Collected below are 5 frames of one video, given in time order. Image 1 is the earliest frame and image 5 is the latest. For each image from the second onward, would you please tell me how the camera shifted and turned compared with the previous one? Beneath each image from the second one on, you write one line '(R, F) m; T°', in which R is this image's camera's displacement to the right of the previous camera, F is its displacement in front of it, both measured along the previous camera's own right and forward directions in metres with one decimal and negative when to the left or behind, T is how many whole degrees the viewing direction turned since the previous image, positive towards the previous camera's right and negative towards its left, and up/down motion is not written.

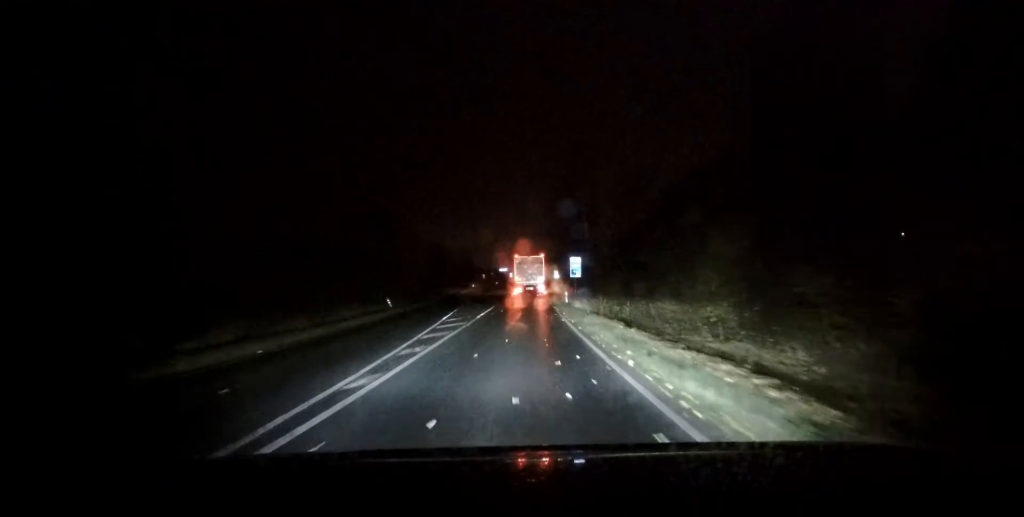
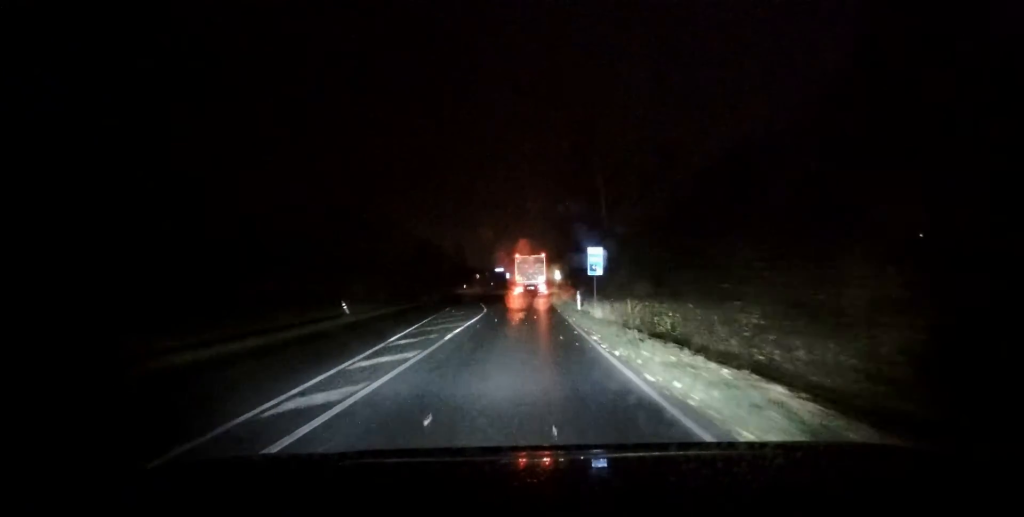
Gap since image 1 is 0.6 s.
(0.0, +9.6) m; 0°
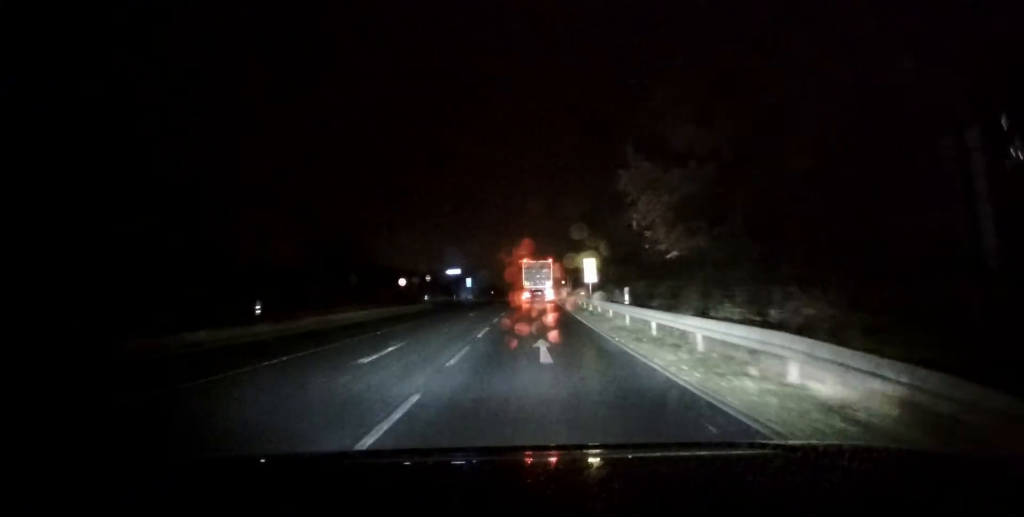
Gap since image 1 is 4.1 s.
(+1.3, +59.9) m; +3°
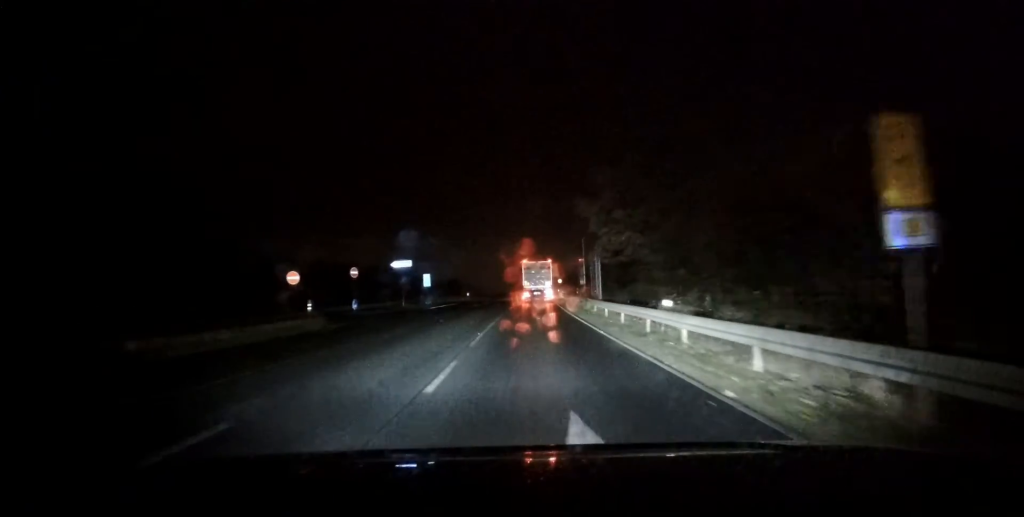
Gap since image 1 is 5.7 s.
(+0.4, +26.5) m; +2°
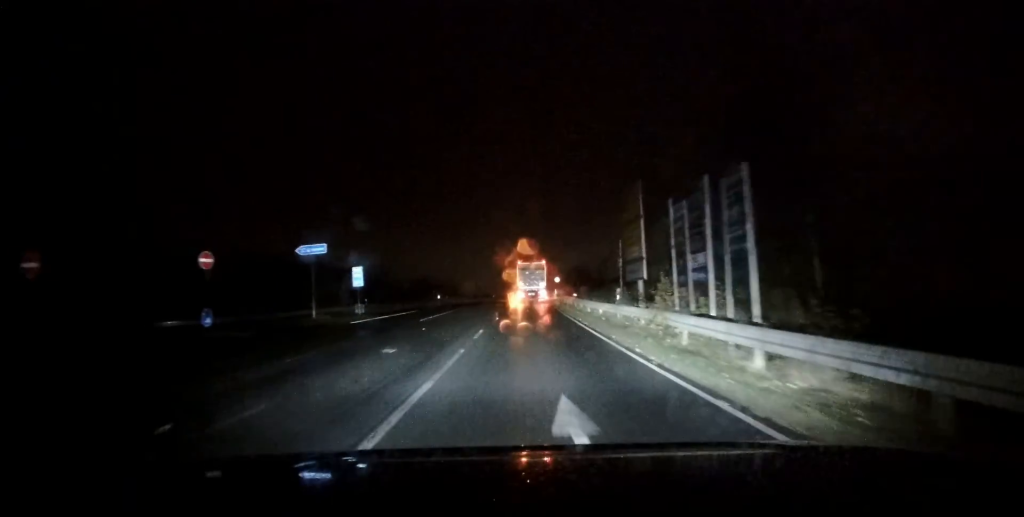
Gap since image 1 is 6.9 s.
(+0.3, +20.2) m; +2°
